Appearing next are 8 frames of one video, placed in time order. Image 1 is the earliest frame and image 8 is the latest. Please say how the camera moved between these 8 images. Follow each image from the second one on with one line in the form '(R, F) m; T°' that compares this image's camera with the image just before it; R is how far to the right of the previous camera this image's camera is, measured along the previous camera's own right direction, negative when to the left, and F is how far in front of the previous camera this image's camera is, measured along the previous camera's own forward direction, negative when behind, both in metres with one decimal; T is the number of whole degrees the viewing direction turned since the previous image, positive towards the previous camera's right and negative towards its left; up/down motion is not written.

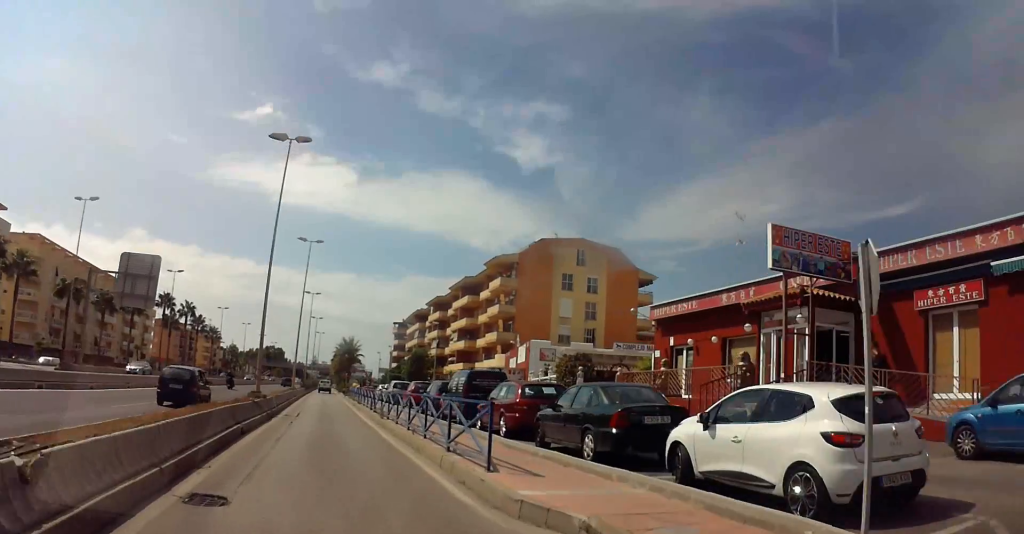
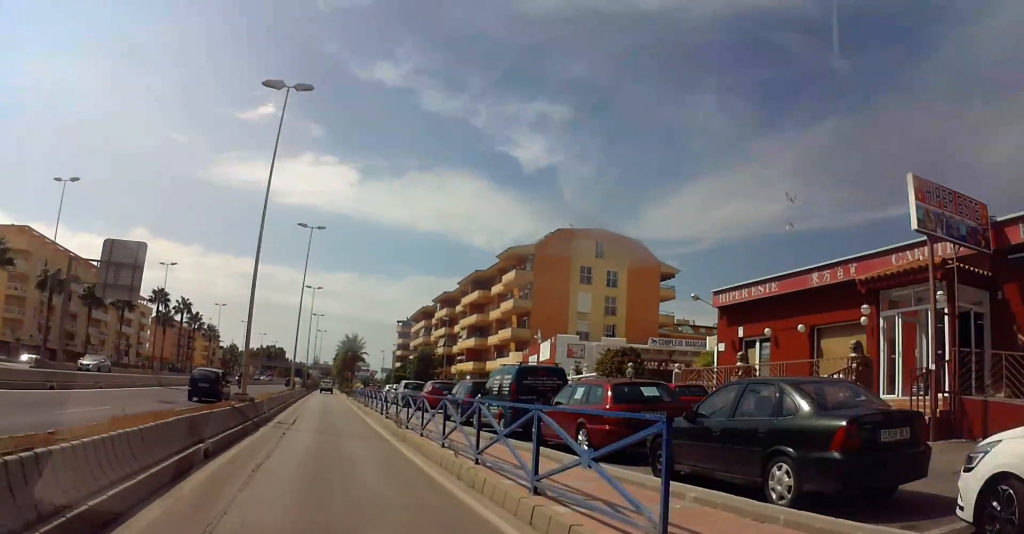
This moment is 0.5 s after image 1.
(-0.1, +5.4) m; 0°
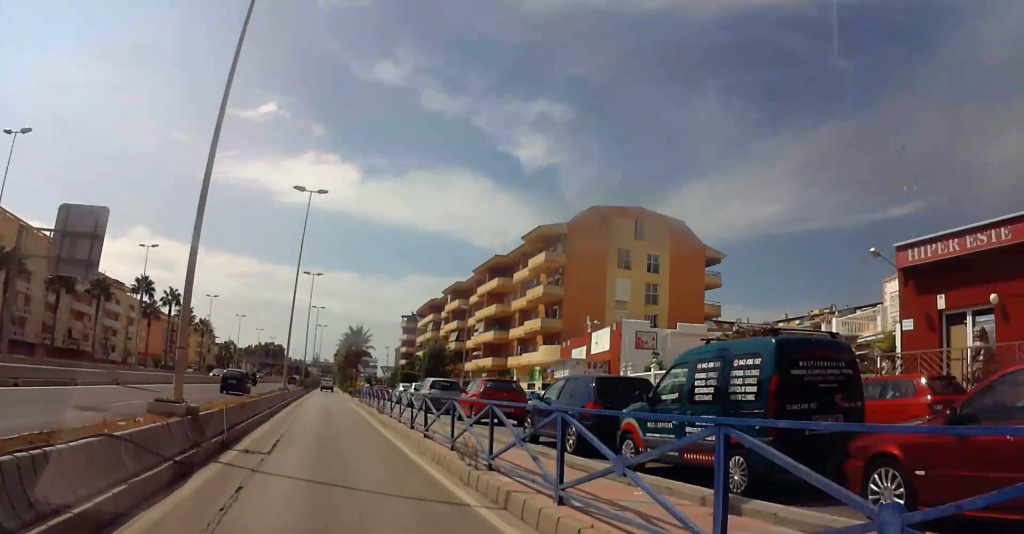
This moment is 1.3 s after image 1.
(-0.1, +9.5) m; 0°
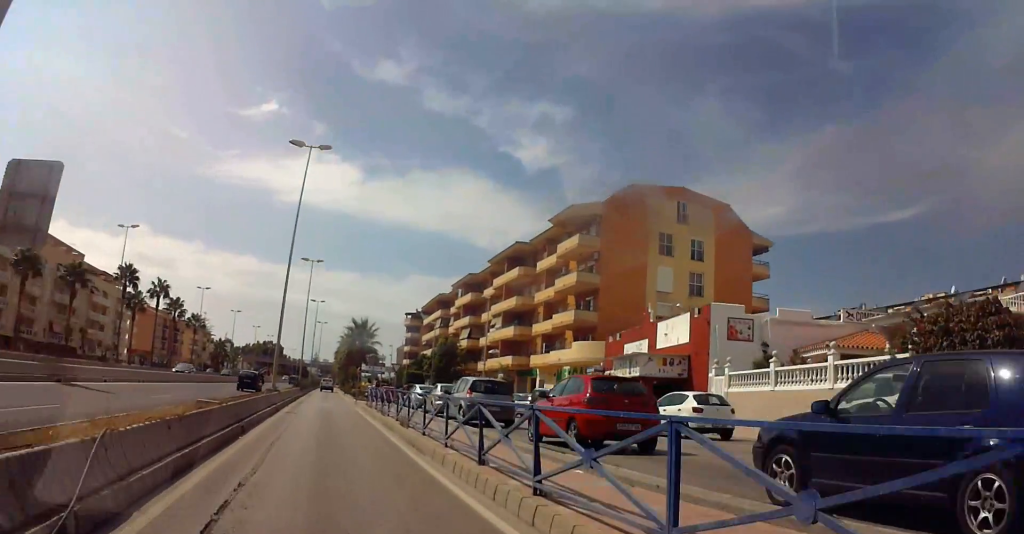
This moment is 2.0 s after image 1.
(0.0, +8.3) m; 0°
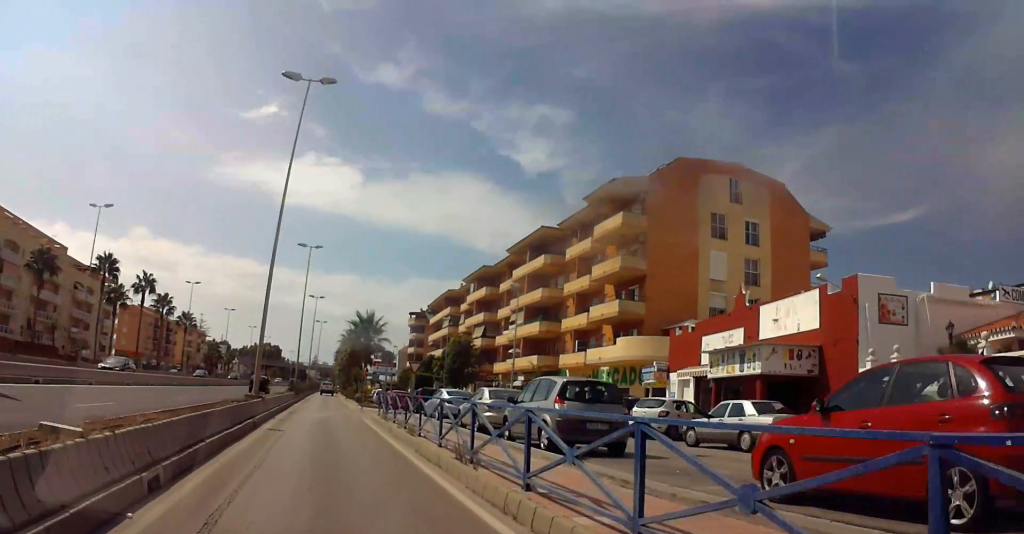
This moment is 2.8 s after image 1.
(0.0, +8.8) m; 0°
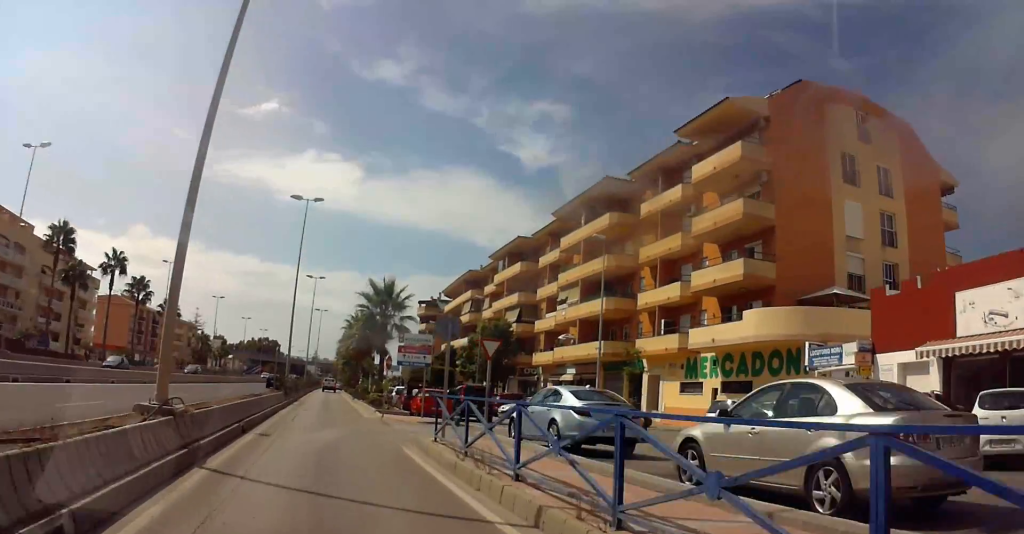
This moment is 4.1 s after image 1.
(0.0, +14.7) m; 0°
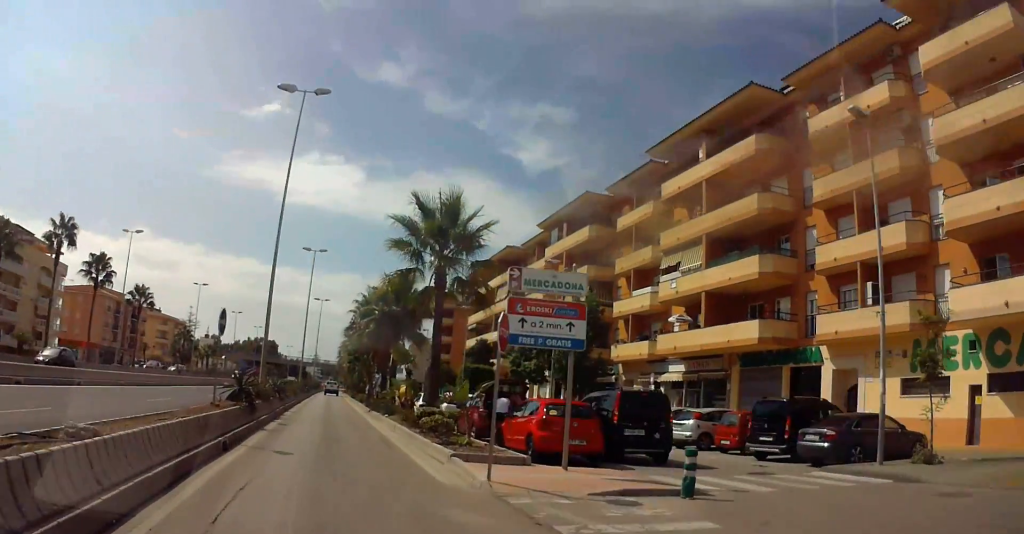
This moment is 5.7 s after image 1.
(-0.2, +18.0) m; -1°
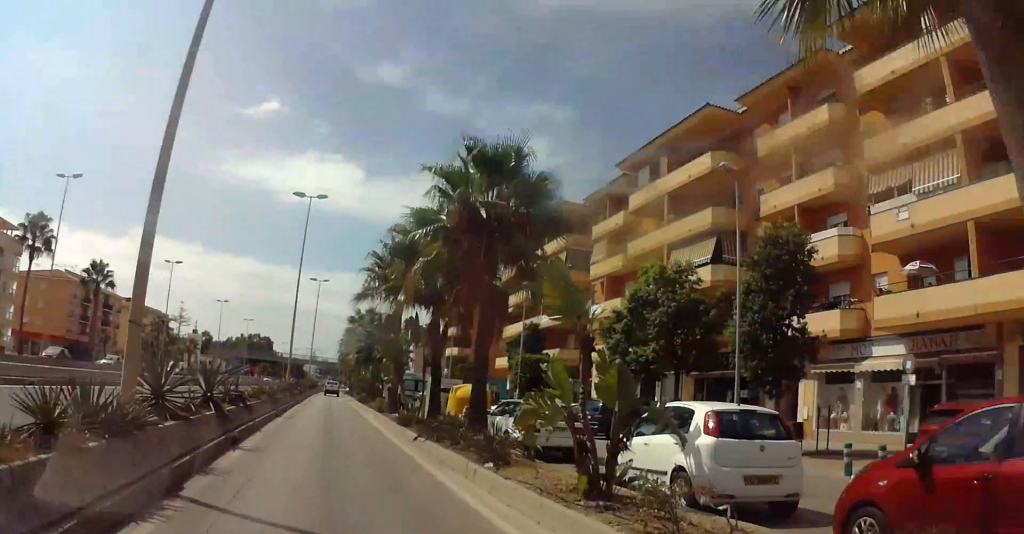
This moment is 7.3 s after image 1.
(-0.1, +17.9) m; 0°
